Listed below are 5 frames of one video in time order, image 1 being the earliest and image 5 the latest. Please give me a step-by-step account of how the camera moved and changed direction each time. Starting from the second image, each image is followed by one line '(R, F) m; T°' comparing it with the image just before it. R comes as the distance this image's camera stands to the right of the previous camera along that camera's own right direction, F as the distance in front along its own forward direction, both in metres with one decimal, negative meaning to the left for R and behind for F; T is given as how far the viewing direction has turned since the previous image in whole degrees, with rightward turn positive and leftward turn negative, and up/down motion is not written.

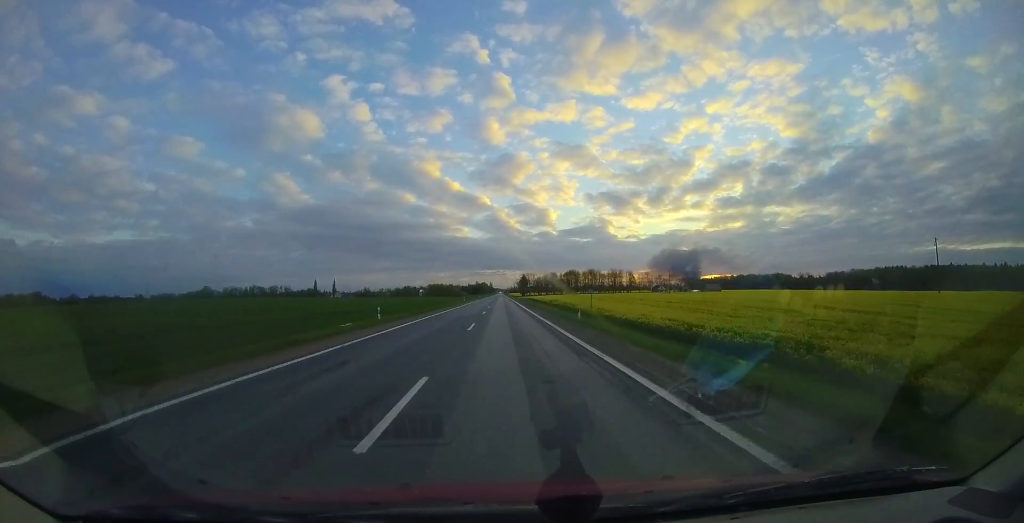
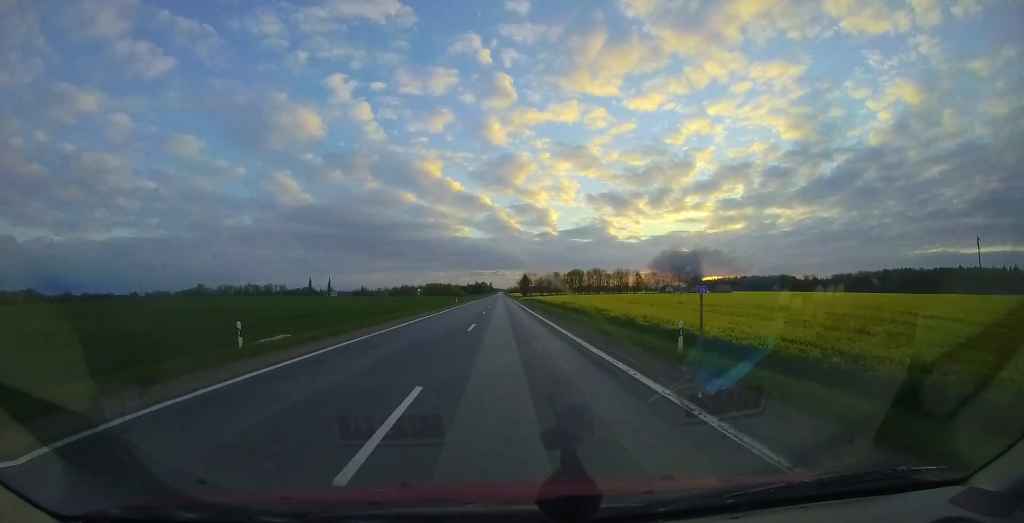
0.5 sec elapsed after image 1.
(+0.3, +12.4) m; 0°
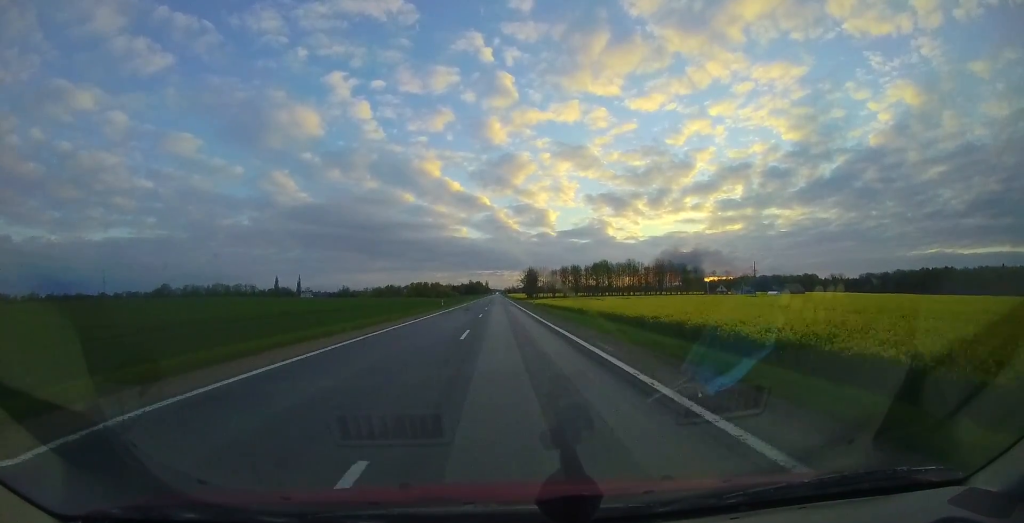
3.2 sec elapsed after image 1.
(-1.1, +62.1) m; -1°
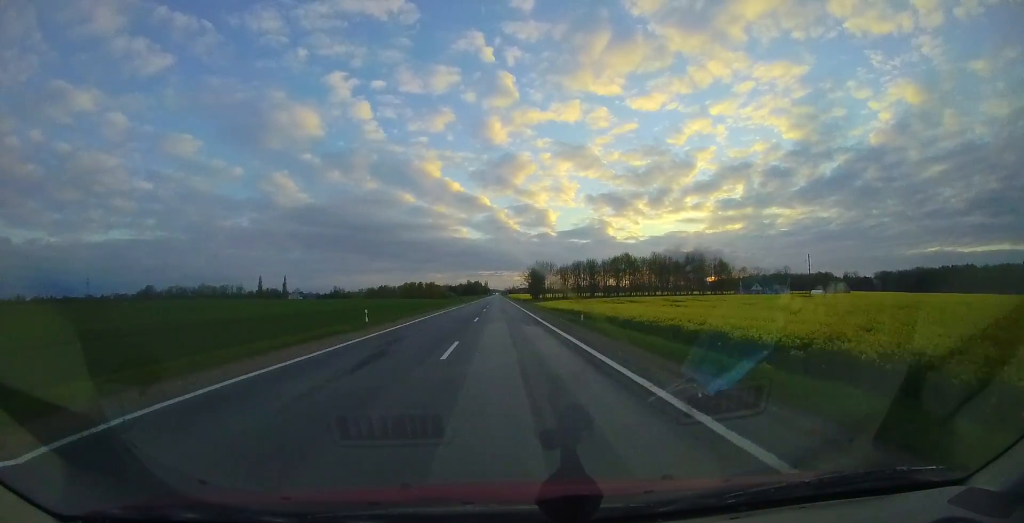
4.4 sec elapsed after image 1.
(+0.4, +26.6) m; +1°
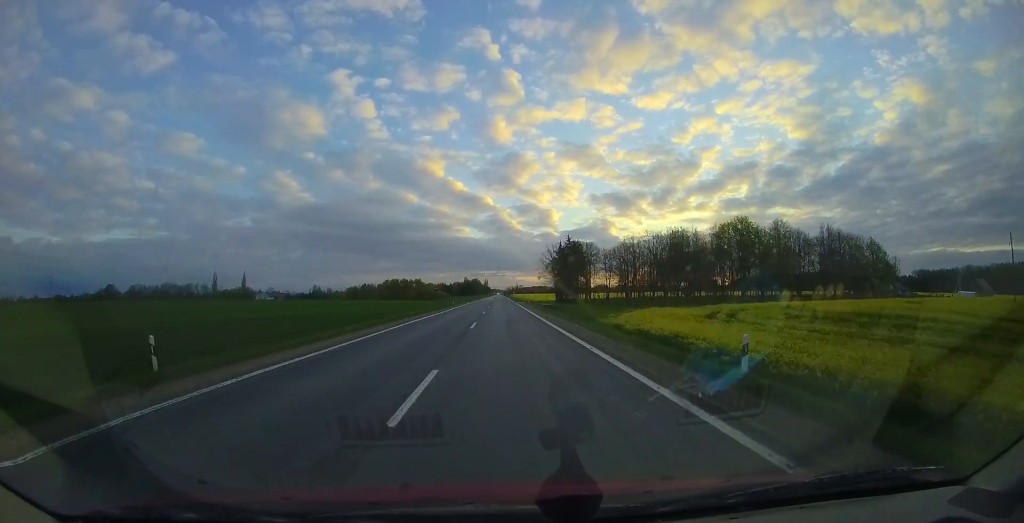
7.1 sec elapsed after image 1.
(-1.0, +63.8) m; -1°
